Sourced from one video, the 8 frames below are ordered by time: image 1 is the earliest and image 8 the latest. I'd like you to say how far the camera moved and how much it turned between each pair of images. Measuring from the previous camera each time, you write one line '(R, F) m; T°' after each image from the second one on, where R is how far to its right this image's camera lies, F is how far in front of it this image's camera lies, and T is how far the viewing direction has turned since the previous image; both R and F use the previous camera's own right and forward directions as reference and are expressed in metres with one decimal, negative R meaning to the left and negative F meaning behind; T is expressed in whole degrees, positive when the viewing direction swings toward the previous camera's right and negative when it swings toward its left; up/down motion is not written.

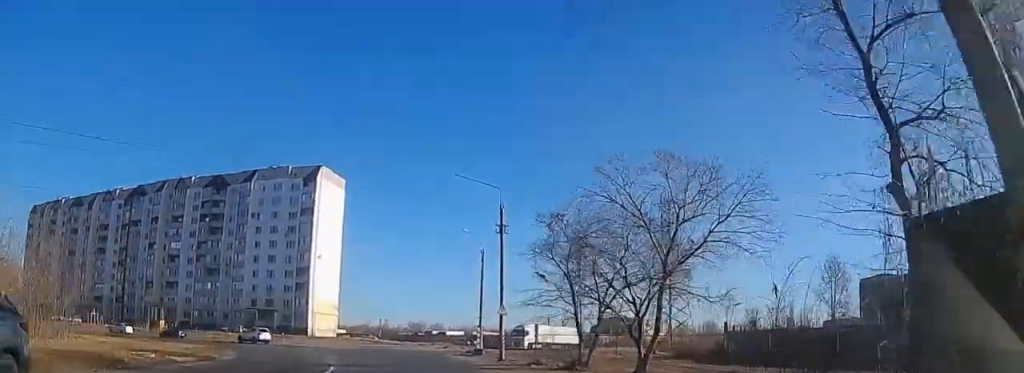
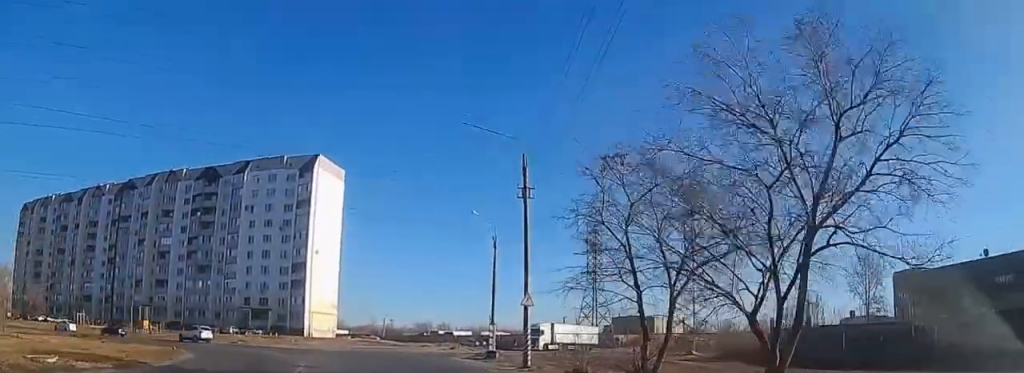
(+0.4, +8.6) m; -2°
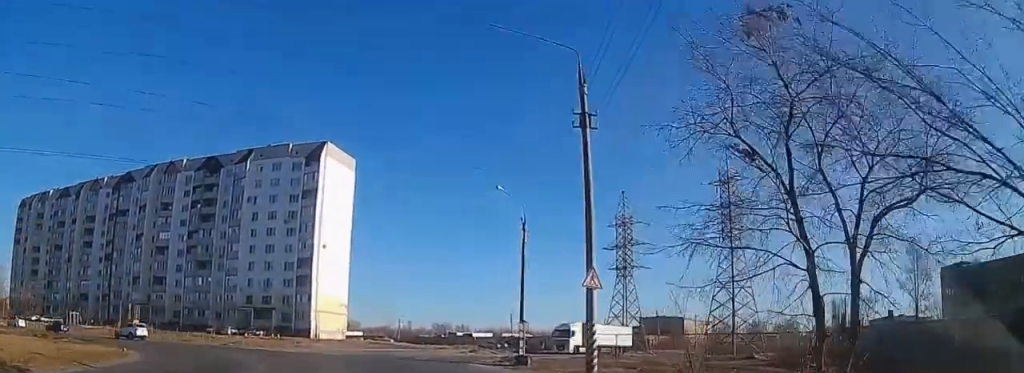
(-0.9, +9.0) m; -3°
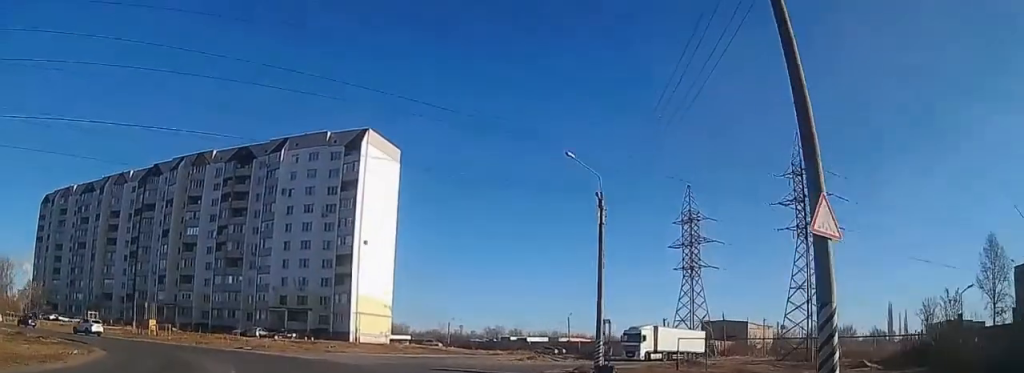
(0.0, +8.7) m; -3°
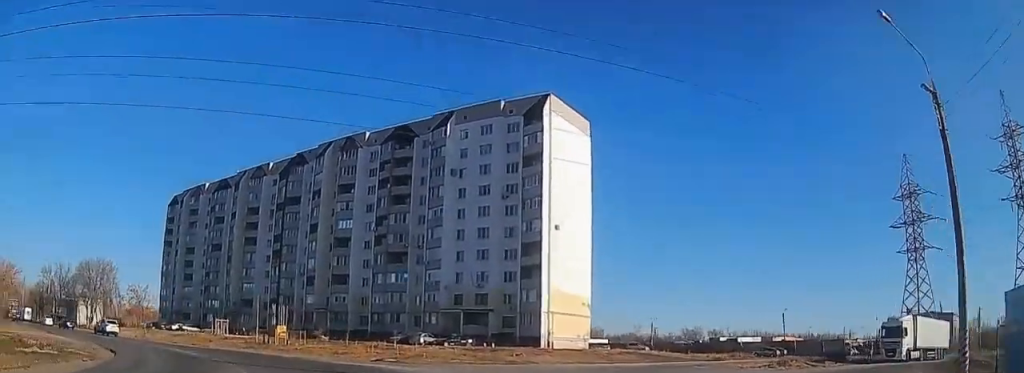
(-1.0, +16.0) m; -13°
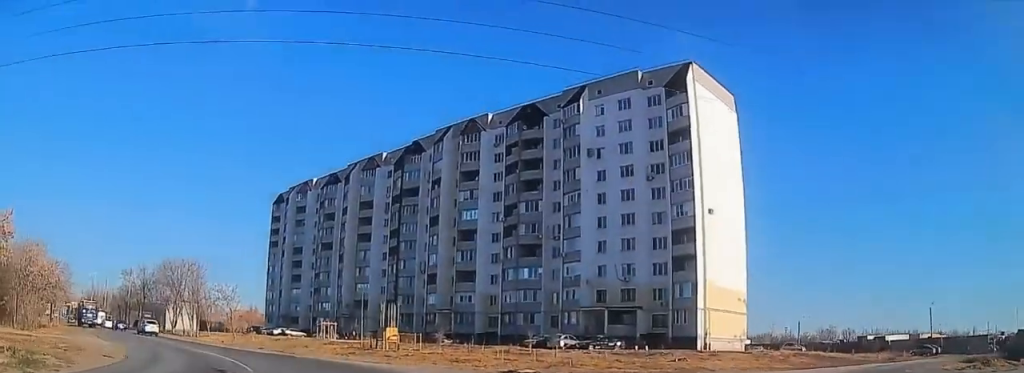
(-1.1, +9.9) m; -11°
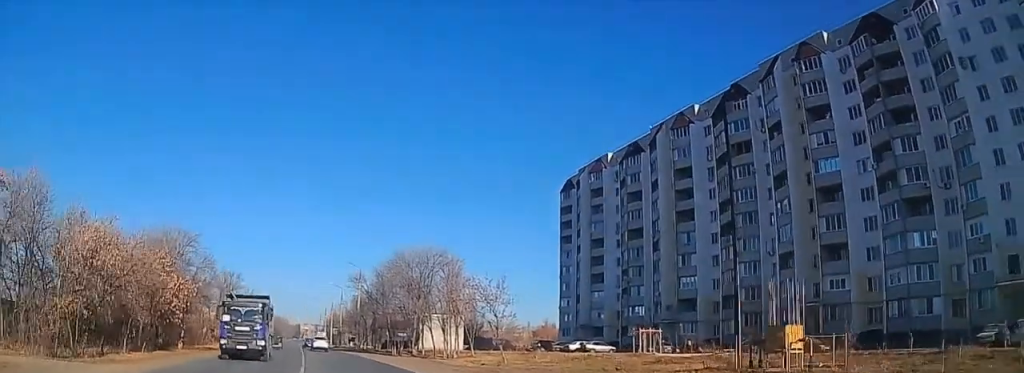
(-5.8, +24.8) m; -25°
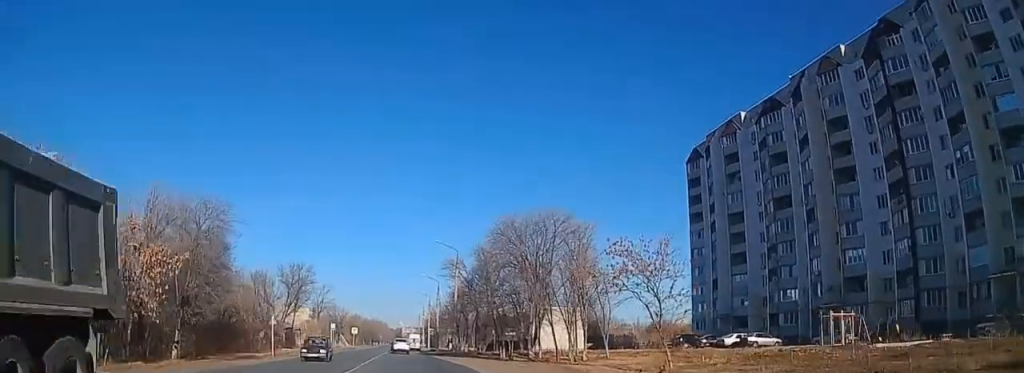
(-1.6, +16.2) m; -10°
